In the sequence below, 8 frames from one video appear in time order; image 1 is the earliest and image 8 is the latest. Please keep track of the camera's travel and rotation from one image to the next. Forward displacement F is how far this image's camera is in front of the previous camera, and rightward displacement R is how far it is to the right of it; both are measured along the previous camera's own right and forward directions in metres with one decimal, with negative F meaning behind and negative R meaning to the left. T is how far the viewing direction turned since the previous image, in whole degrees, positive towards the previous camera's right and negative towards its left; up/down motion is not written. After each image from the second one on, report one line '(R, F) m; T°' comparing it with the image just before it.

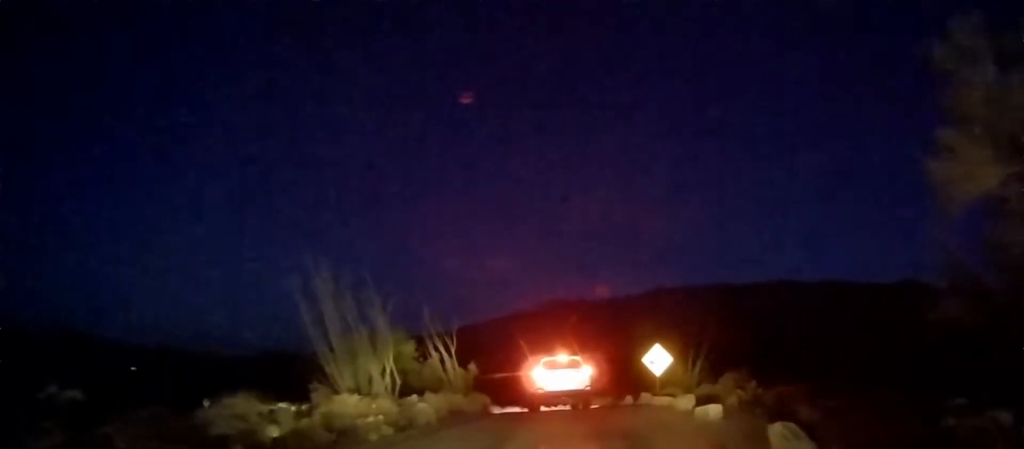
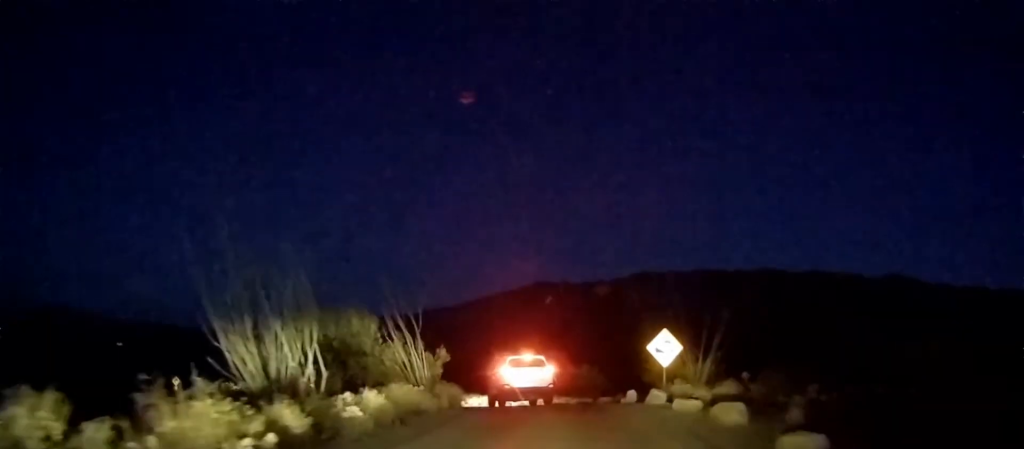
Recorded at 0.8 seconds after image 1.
(-0.3, +3.5) m; +9°
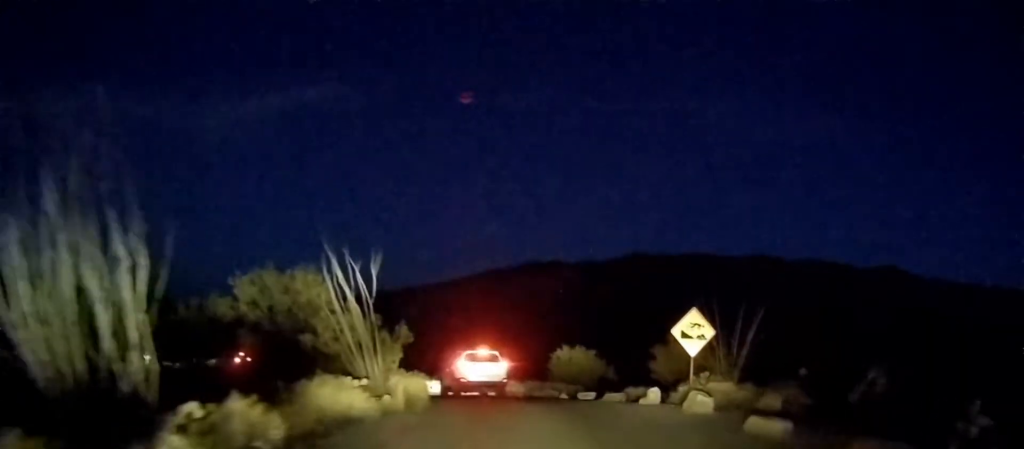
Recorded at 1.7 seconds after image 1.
(+0.8, +3.8) m; +3°
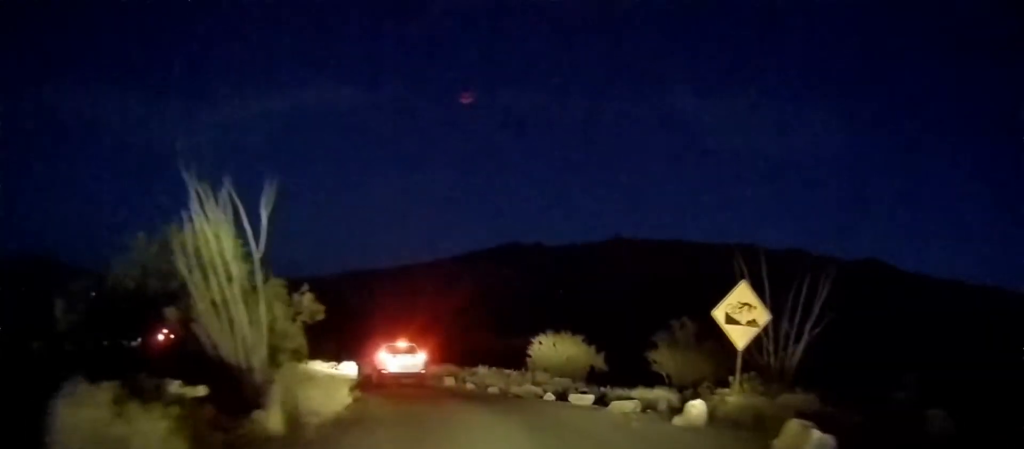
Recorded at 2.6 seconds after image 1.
(-0.3, +4.4) m; +2°
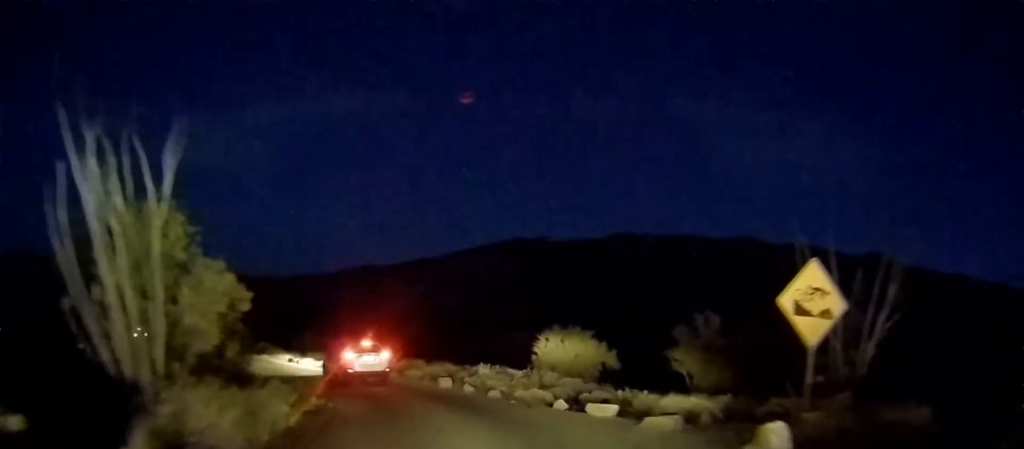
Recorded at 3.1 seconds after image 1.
(-0.1, +2.4) m; 0°
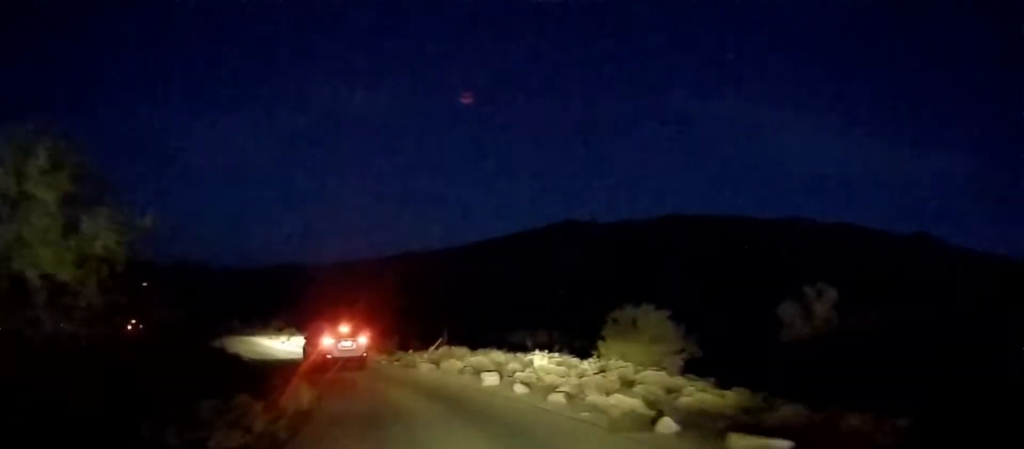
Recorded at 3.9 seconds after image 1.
(+0.8, +4.6) m; 0°
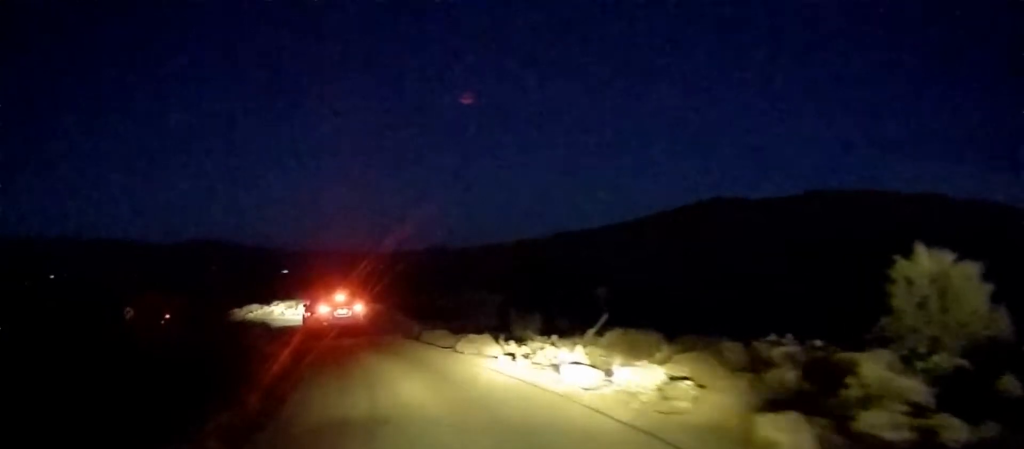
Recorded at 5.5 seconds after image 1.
(-1.4, +9.4) m; -12°
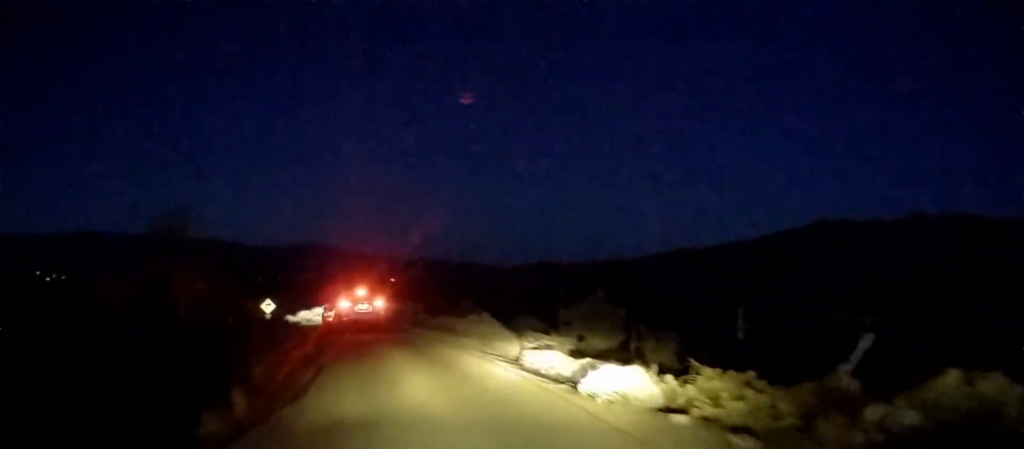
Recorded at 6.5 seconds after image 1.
(-0.4, +6.5) m; -9°
